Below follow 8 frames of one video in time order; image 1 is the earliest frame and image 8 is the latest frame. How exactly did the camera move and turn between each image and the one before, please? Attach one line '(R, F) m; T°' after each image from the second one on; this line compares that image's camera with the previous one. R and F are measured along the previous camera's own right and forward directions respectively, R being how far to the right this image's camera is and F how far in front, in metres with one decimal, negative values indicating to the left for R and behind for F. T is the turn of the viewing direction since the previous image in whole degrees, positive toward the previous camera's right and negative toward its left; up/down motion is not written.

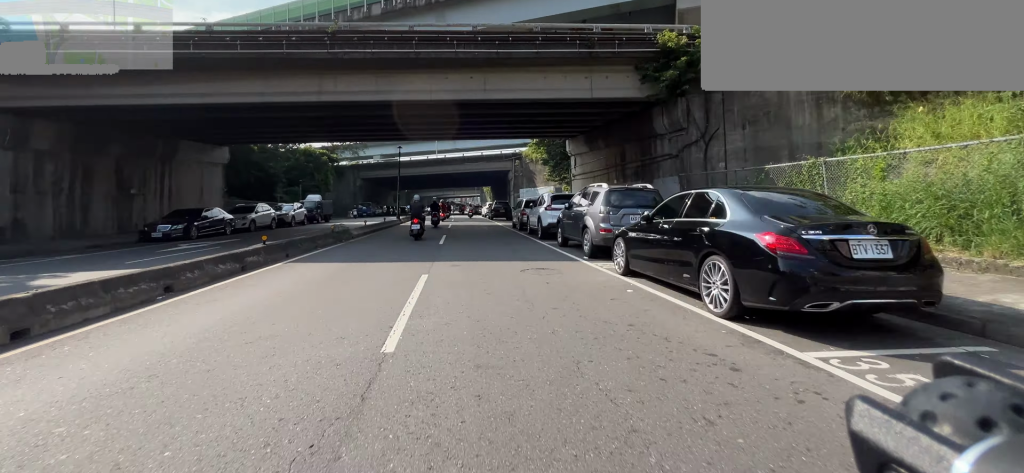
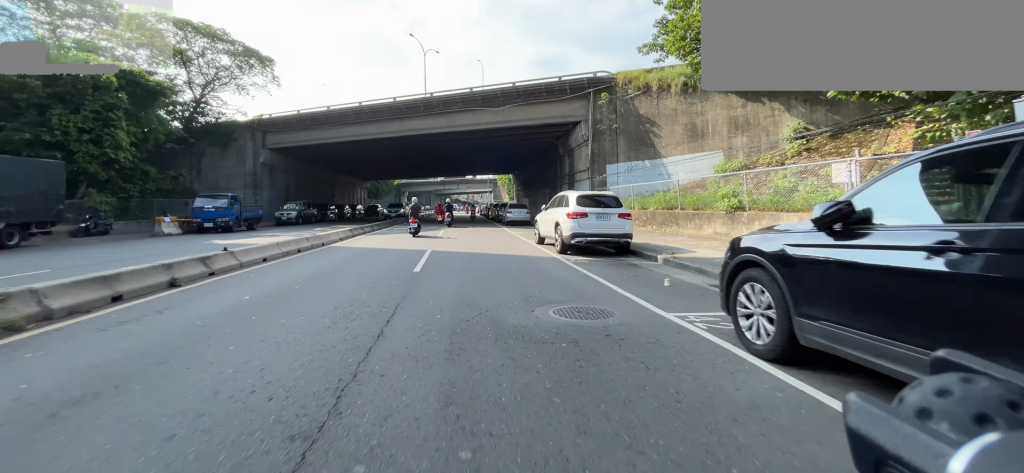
(-0.3, +33.3) m; 0°
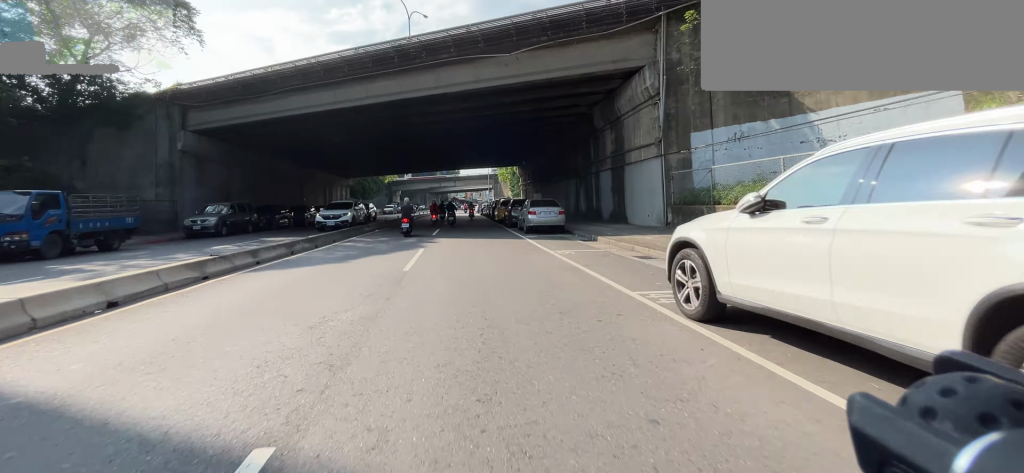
(0.0, +11.2) m; +1°
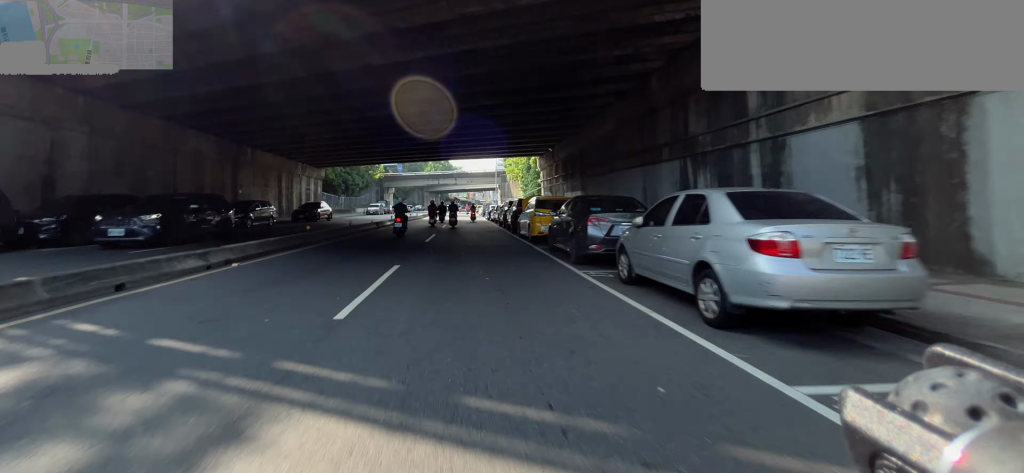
(+0.2, +15.6) m; +1°
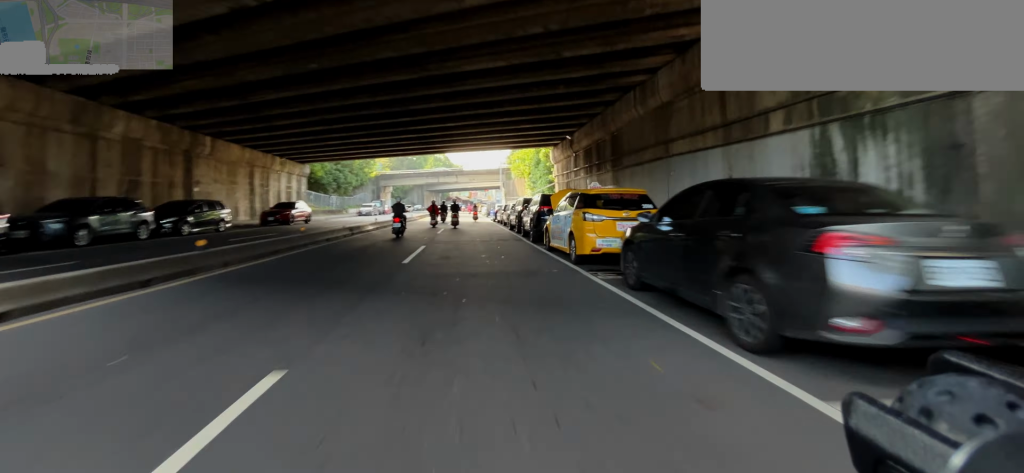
(0.0, +6.4) m; +1°
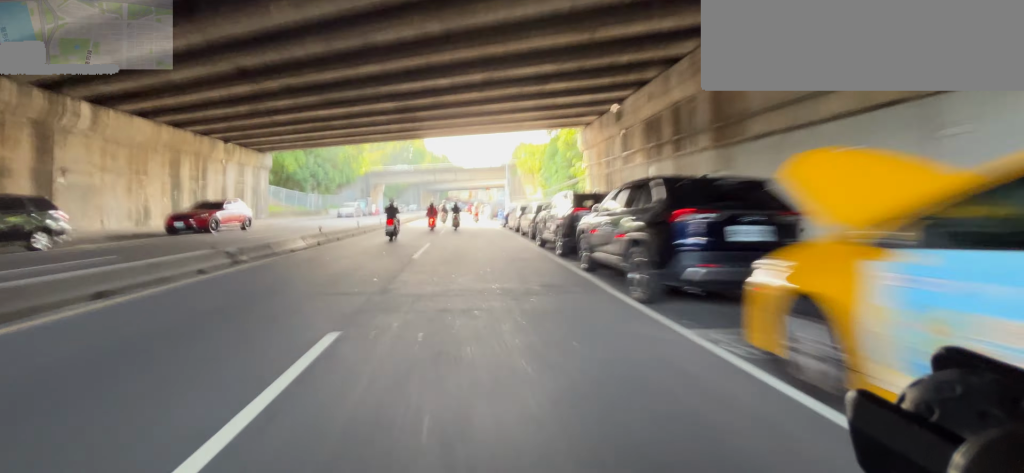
(+0.1, +9.9) m; -1°
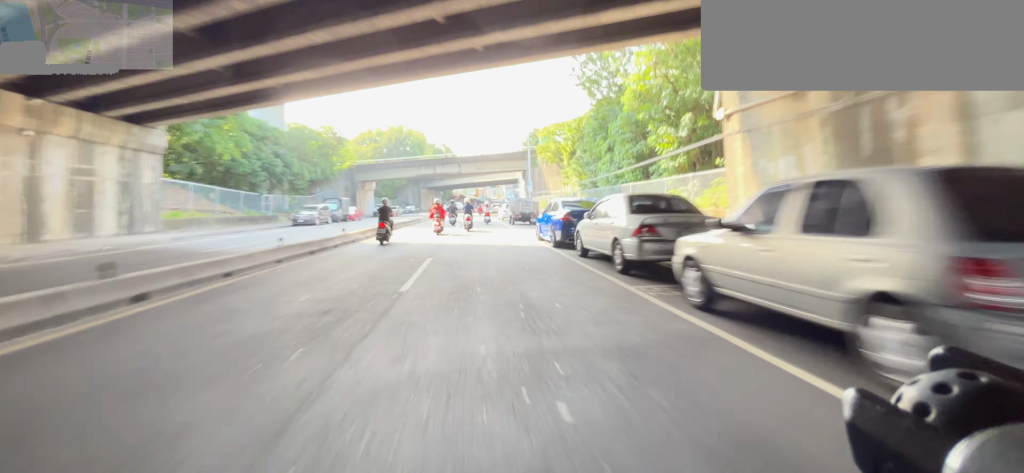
(-0.2, +14.5) m; -1°
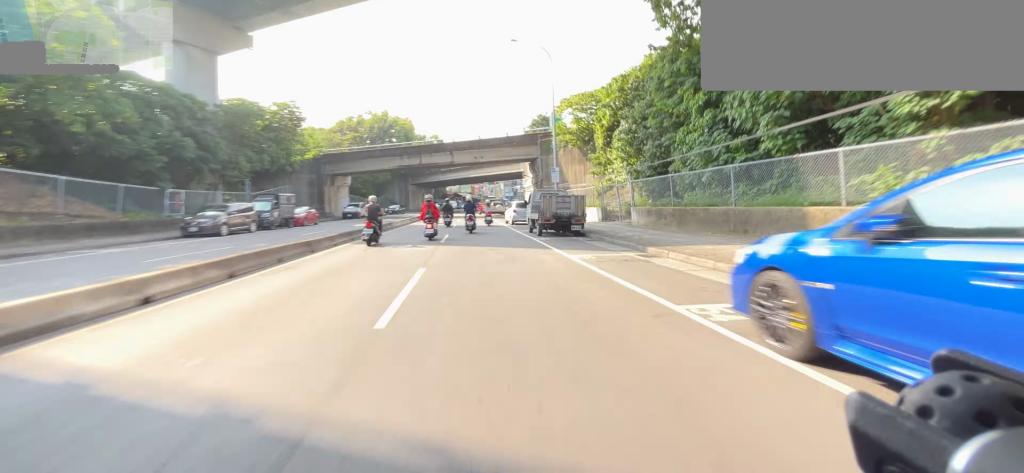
(-0.1, +11.8) m; -1°
